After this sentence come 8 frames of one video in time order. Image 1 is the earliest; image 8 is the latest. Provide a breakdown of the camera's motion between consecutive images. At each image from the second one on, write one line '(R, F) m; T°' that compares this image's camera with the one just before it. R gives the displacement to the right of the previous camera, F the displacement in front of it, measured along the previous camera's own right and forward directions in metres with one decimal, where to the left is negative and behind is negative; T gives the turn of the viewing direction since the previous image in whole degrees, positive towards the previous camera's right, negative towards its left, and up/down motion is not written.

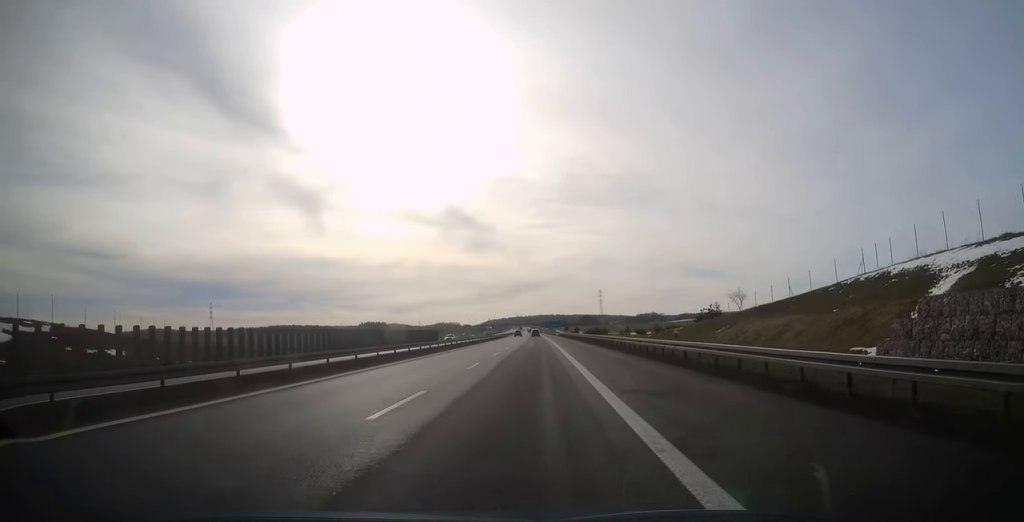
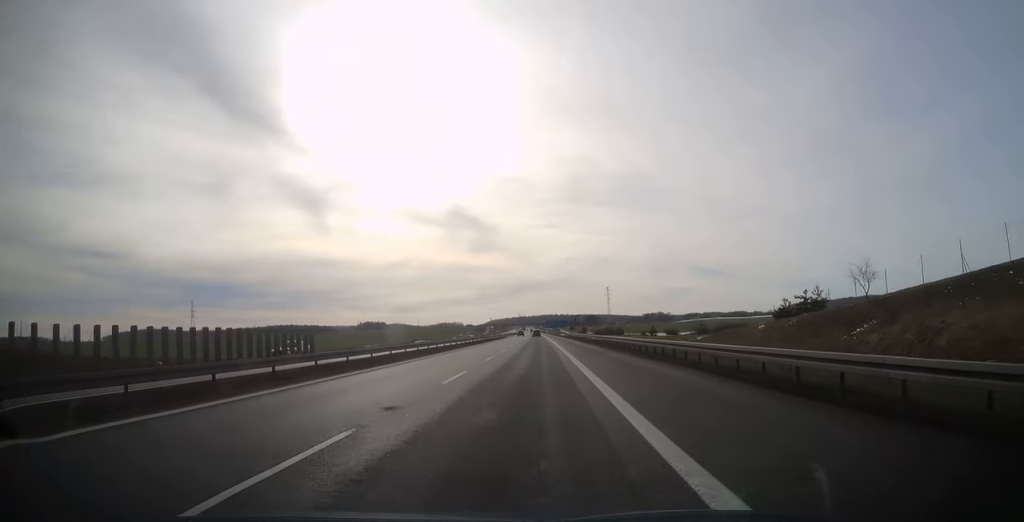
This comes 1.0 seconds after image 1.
(-0.1, +29.5) m; 0°
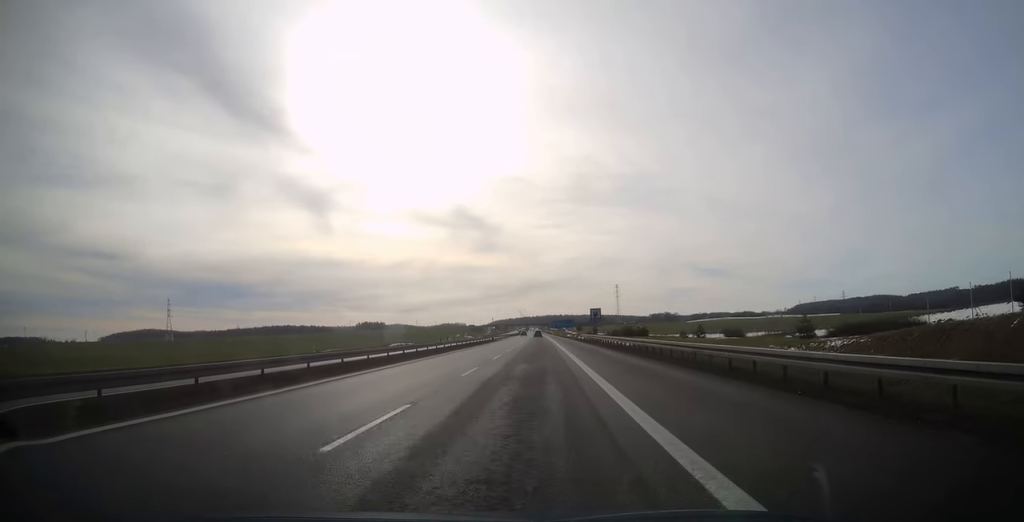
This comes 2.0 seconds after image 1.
(-0.1, +33.1) m; -1°
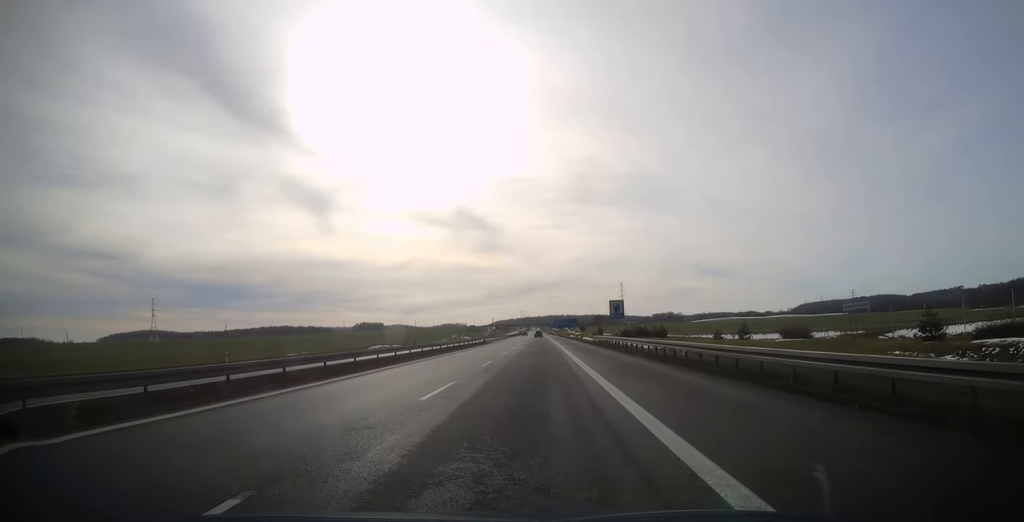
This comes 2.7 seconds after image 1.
(-0.1, +18.4) m; 0°
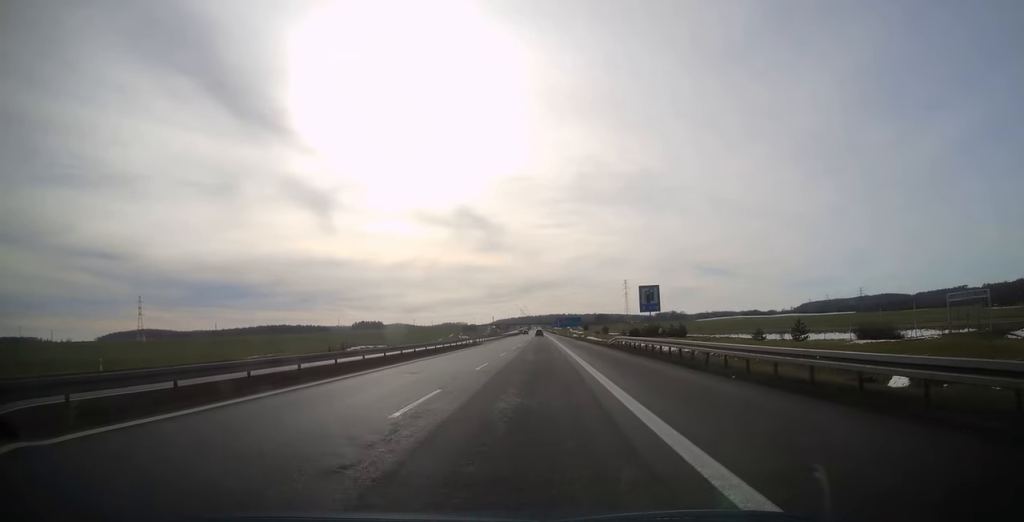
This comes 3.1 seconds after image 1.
(0.0, +14.8) m; 0°
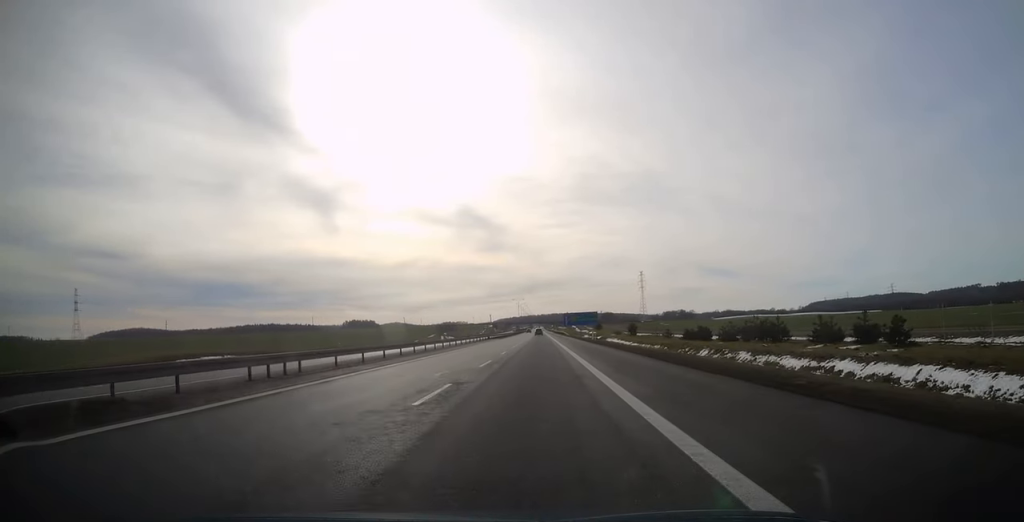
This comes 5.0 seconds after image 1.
(-0.1, +58.5) m; 0°
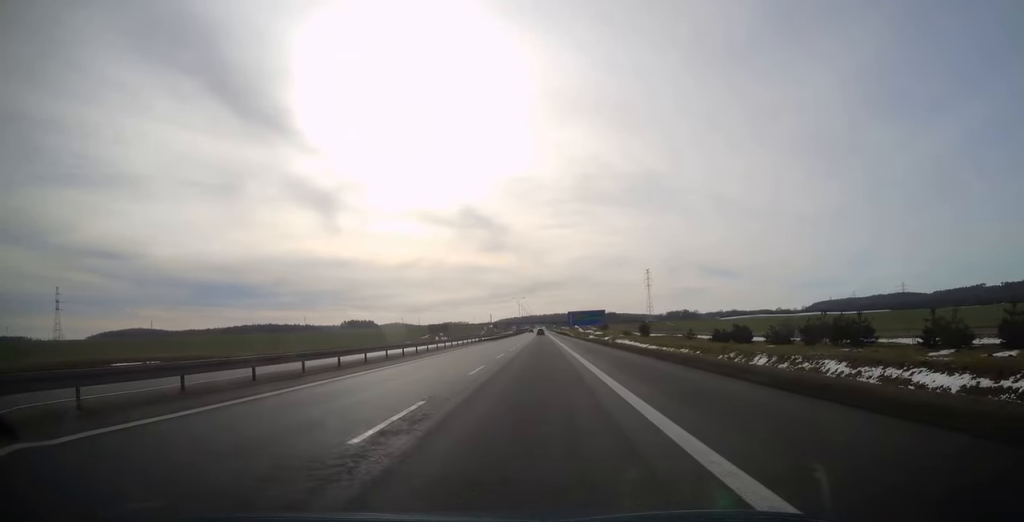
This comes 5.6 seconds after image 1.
(0.0, +15.8) m; 0°
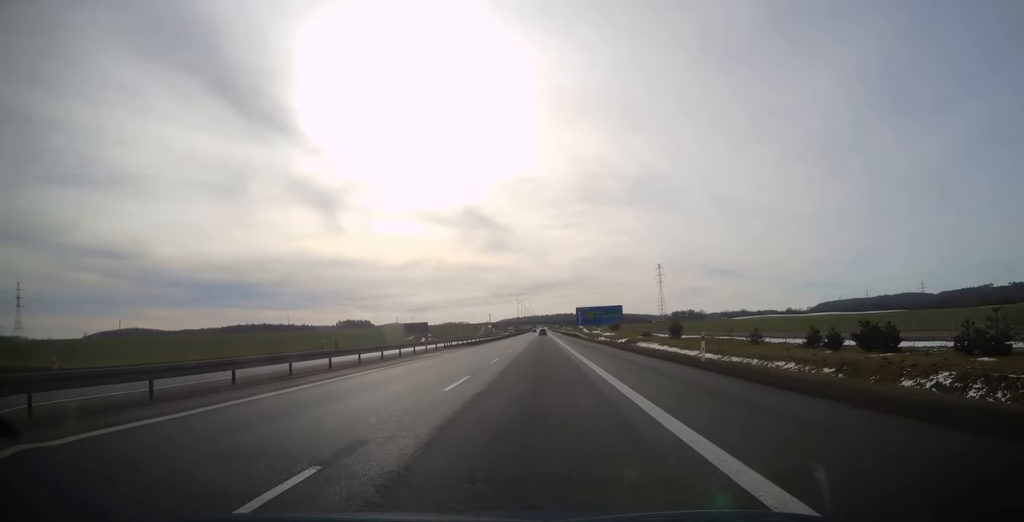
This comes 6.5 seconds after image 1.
(-0.1, +29.5) m; 0°
